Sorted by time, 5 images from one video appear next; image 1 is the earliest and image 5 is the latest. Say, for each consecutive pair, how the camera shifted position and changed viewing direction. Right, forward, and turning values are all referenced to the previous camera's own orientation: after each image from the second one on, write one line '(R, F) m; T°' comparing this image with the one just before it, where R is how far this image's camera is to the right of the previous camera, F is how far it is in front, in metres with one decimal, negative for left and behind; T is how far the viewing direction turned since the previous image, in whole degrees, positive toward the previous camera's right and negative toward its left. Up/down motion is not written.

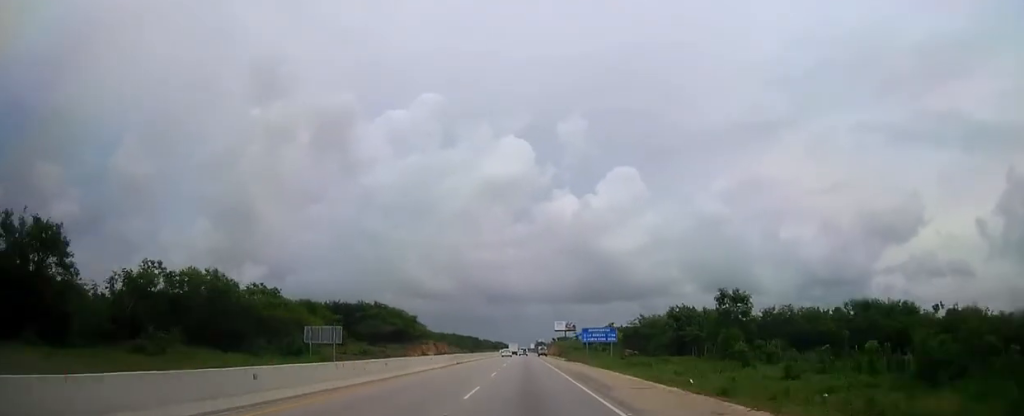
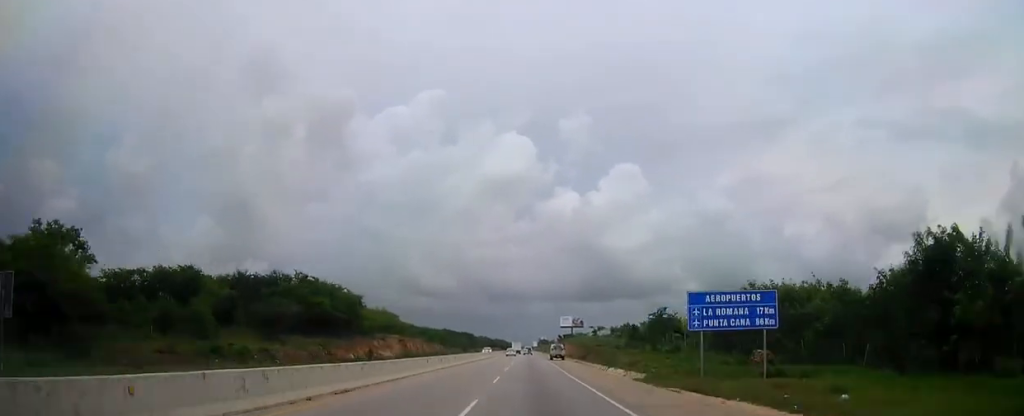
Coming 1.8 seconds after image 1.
(-0.2, +44.9) m; -1°
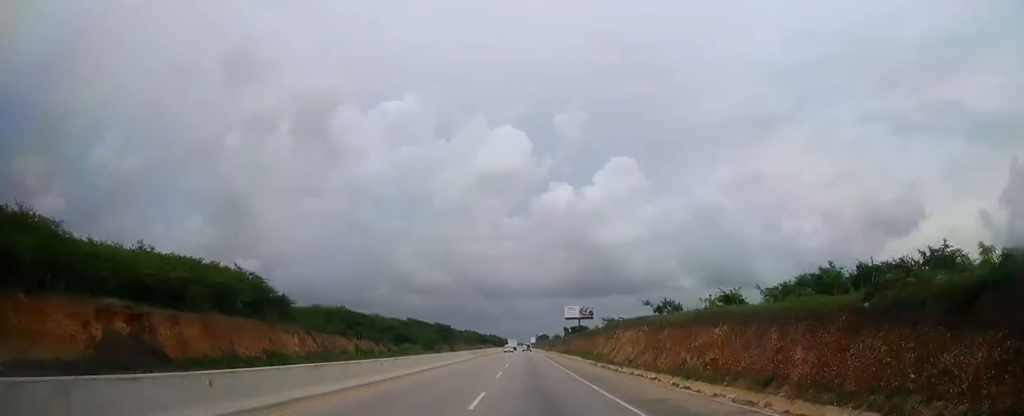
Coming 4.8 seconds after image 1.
(-0.2, +75.7) m; 0°
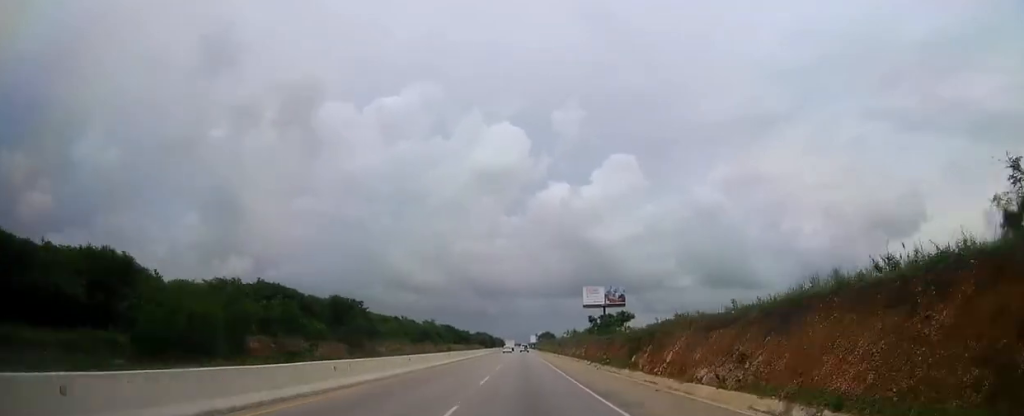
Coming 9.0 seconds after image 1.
(+0.7, +109.9) m; 0°
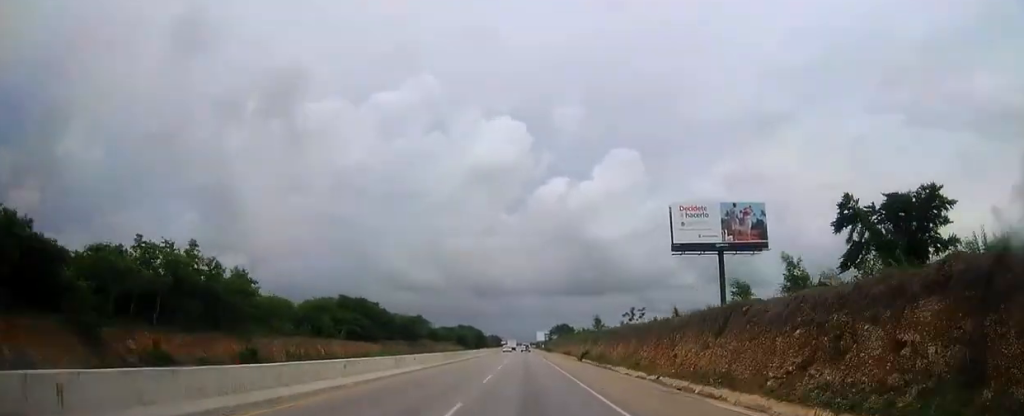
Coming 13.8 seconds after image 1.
(-0.1, +130.5) m; 0°
